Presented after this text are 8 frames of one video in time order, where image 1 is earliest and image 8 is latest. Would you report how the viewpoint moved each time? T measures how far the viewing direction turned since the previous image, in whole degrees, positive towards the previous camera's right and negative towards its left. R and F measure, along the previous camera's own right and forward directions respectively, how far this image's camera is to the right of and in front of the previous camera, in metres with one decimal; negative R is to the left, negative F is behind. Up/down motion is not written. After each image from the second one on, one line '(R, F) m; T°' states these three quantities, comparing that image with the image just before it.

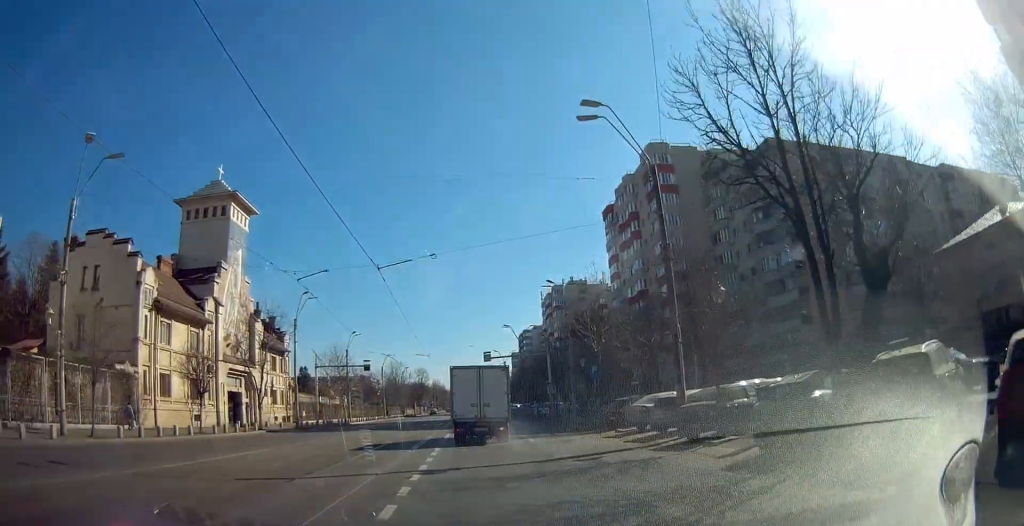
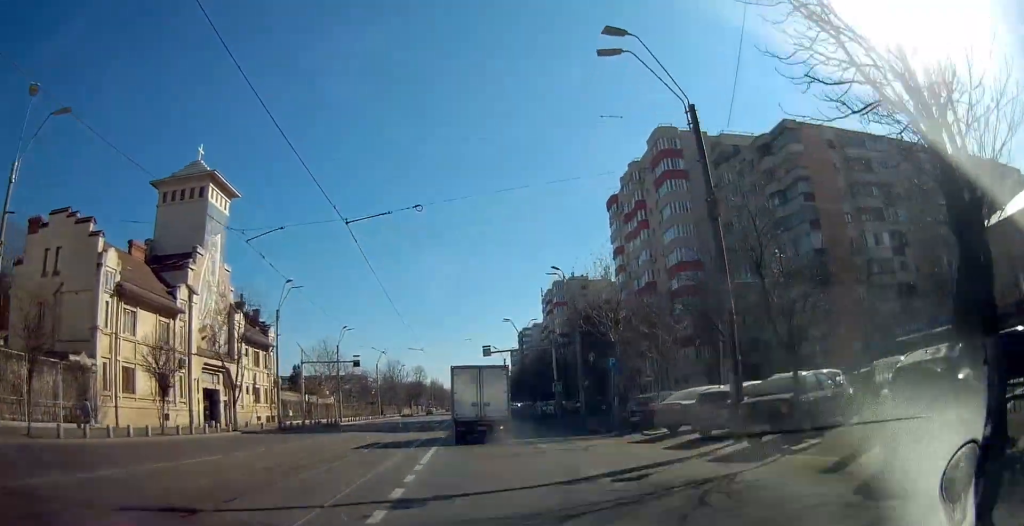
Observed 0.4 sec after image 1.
(0.0, +4.3) m; -1°
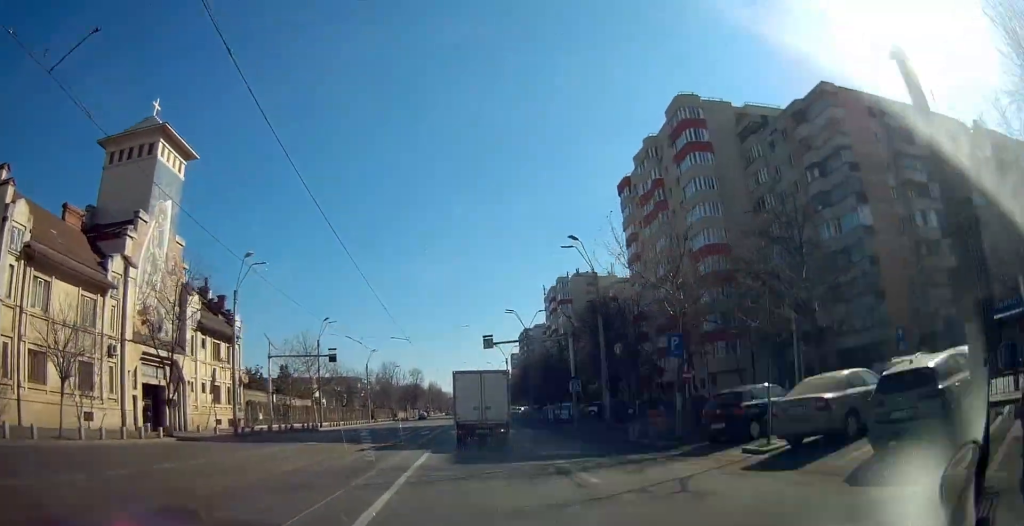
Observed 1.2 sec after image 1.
(0.0, +8.3) m; -2°
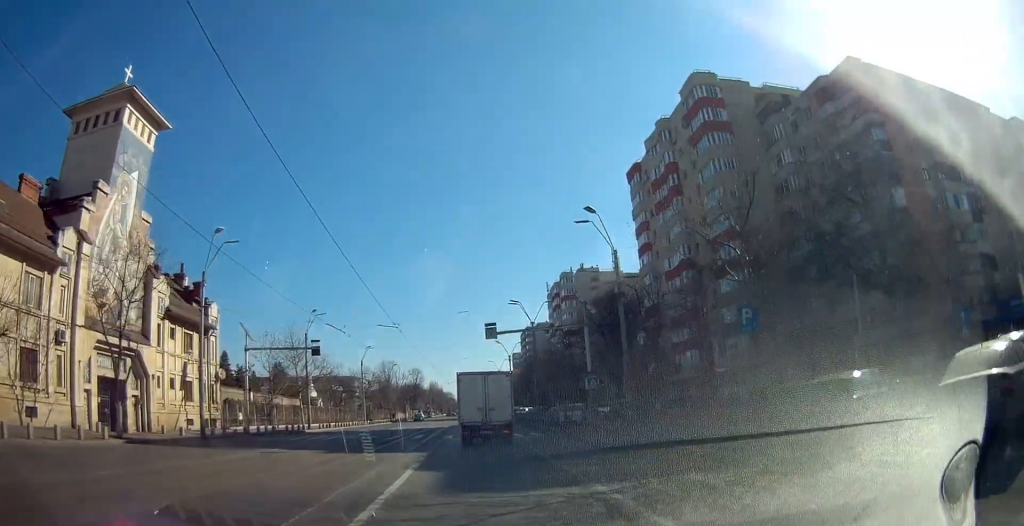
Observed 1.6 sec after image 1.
(-0.2, +4.9) m; 0°
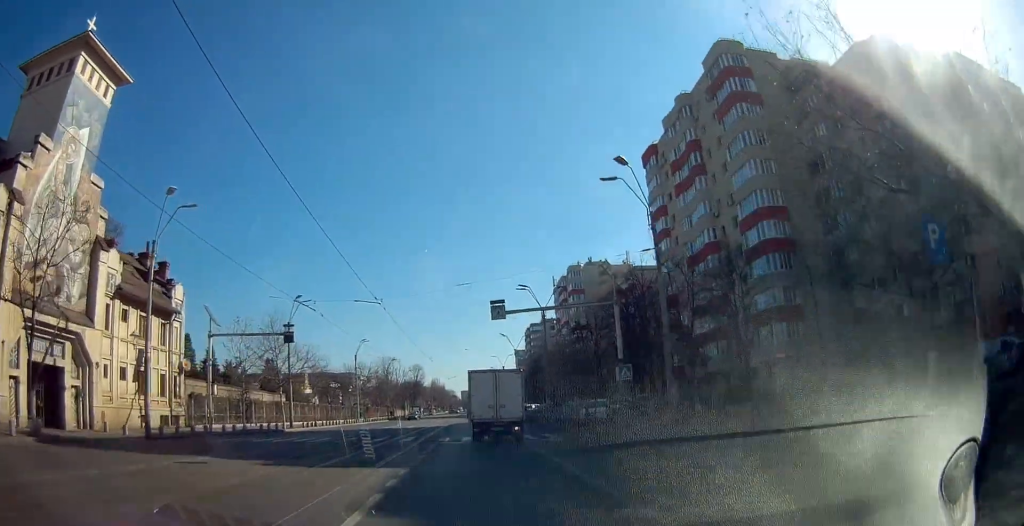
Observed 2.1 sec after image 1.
(-0.3, +6.0) m; +1°
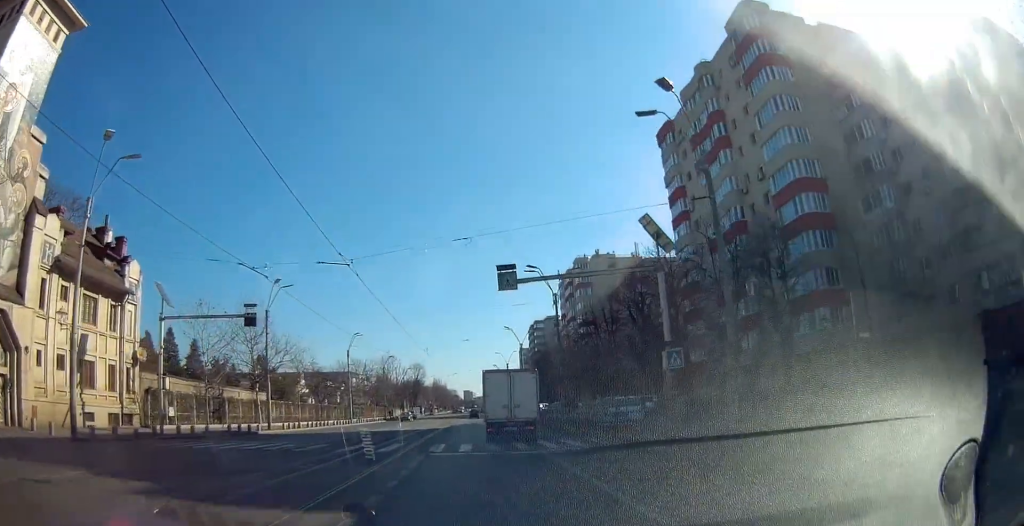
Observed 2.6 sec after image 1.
(+0.2, +6.0) m; +1°
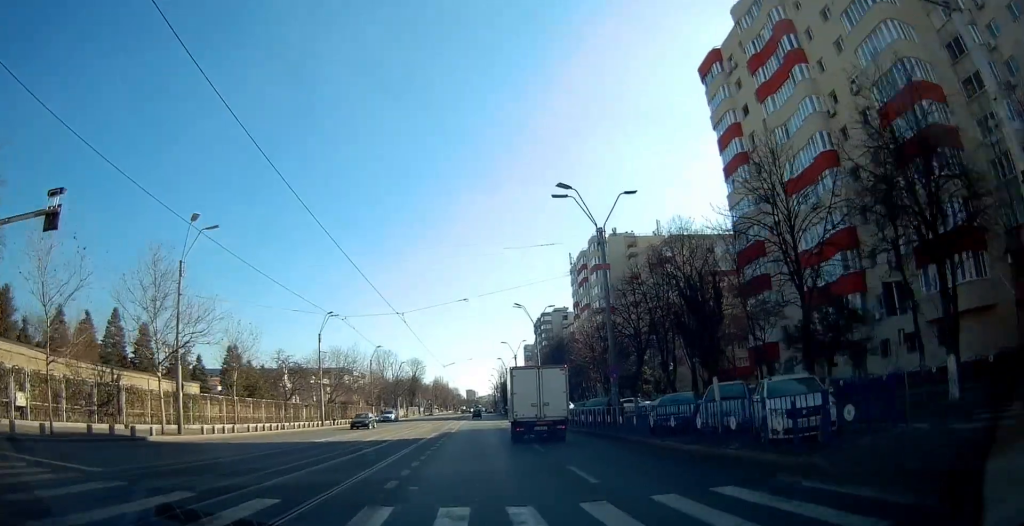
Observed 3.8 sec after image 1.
(+0.2, +14.6) m; 0°
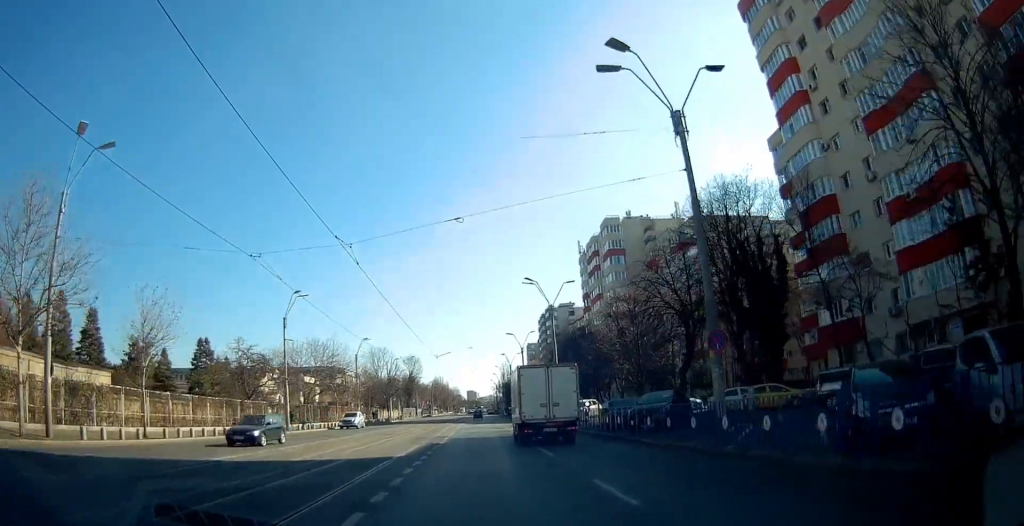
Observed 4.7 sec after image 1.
(-0.1, +11.4) m; 0°
